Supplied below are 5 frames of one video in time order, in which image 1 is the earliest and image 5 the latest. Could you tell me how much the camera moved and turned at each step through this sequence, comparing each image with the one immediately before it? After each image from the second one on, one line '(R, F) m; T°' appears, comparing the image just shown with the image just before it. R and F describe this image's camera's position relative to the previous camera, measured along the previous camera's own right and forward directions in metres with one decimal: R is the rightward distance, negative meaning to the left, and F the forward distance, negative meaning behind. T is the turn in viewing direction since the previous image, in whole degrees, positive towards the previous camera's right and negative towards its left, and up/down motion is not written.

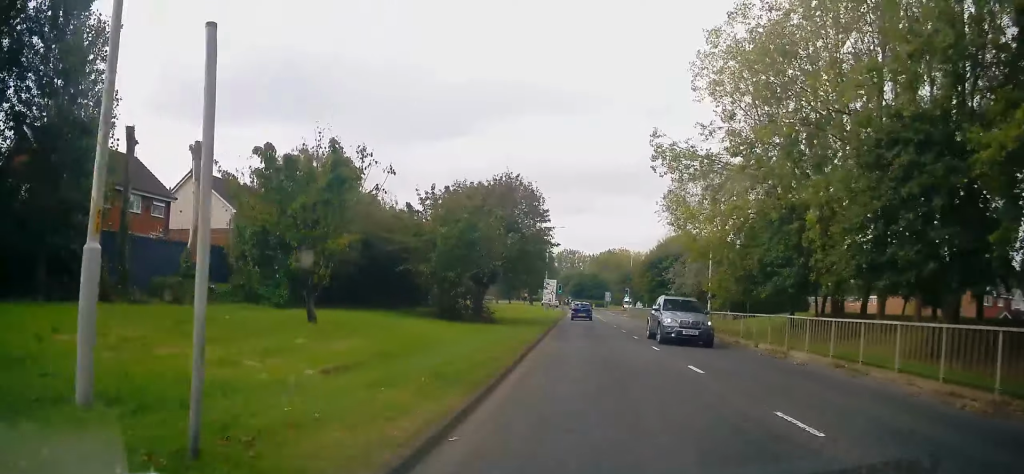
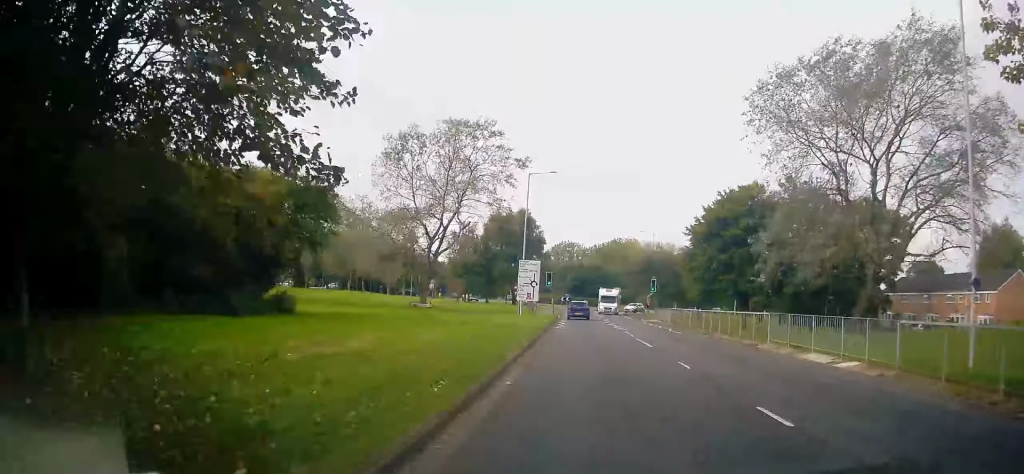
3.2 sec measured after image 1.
(0.0, +29.8) m; -1°
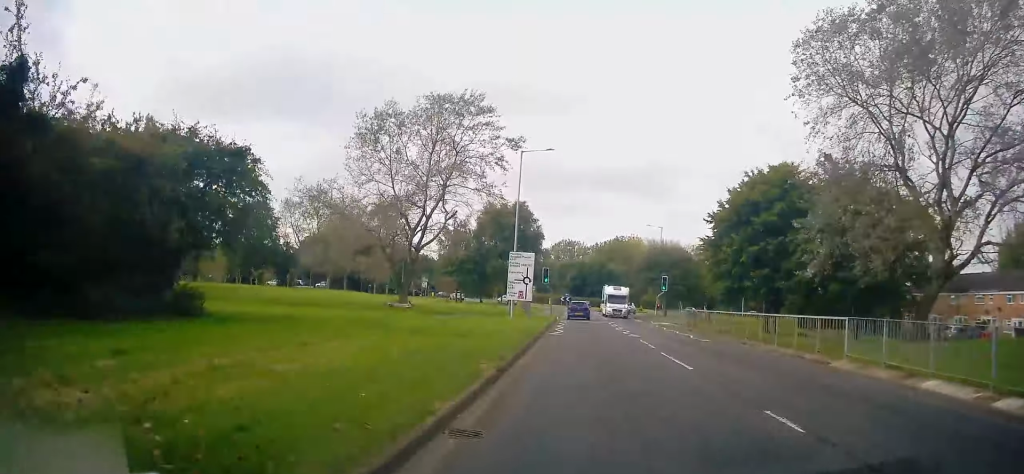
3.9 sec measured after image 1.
(+0.1, +6.4) m; -2°
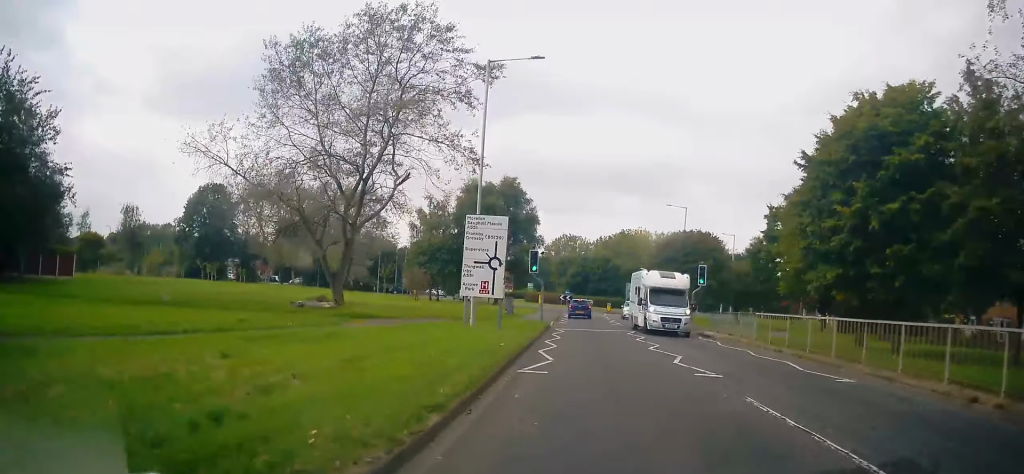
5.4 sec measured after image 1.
(-0.3, +13.9) m; +1°
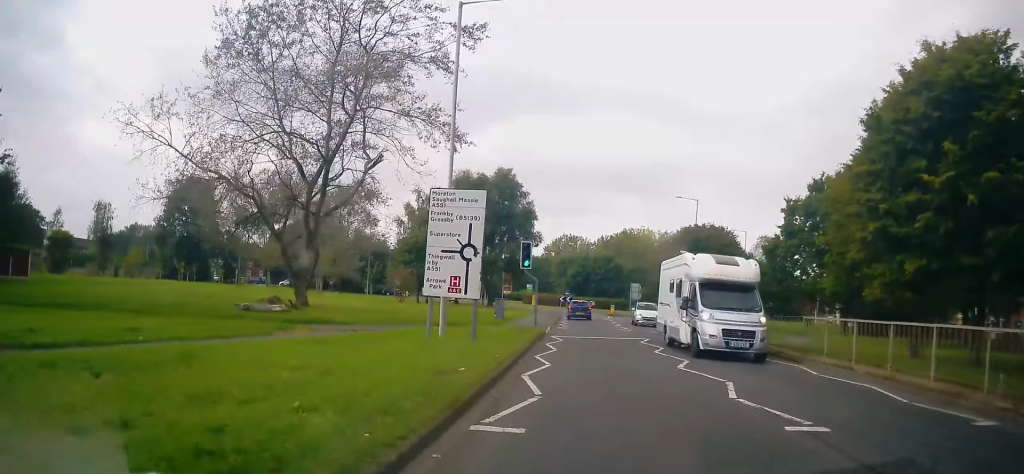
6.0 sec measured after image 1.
(+0.1, +4.9) m; +1°
